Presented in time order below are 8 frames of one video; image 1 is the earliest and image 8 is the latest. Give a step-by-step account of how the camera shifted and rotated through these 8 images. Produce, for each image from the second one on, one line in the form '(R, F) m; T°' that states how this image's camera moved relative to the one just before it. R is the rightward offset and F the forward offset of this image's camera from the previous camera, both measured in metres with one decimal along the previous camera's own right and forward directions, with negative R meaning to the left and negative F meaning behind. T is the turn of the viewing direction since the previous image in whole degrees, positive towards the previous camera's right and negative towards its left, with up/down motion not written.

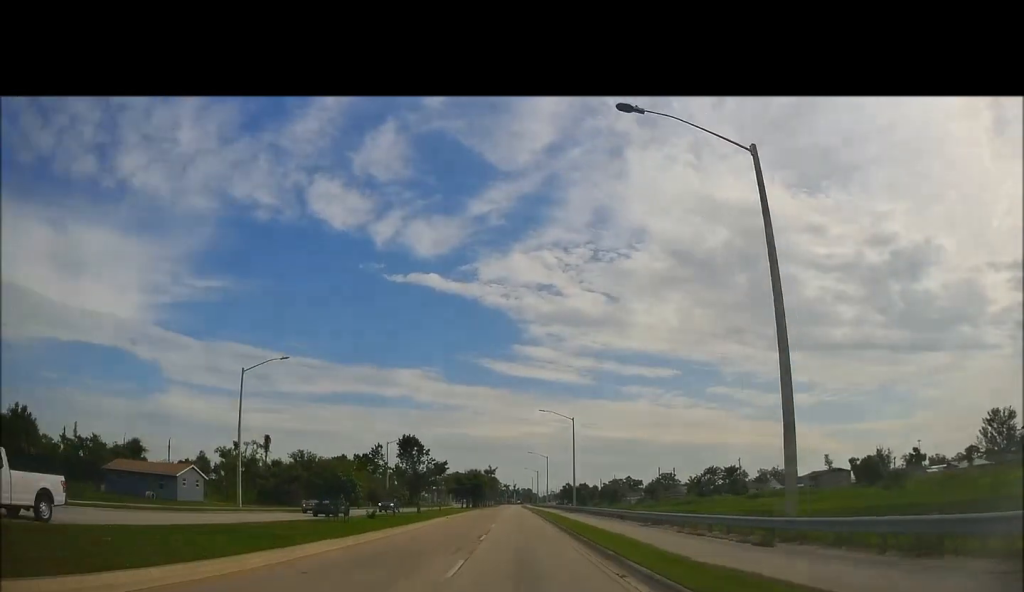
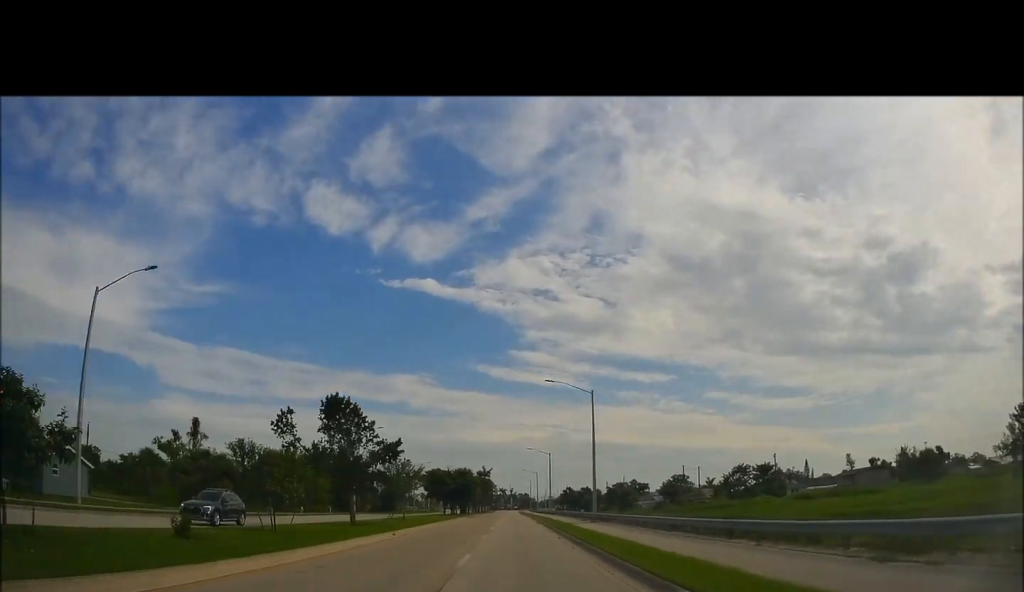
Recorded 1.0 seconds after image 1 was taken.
(-0.4, +21.6) m; 0°
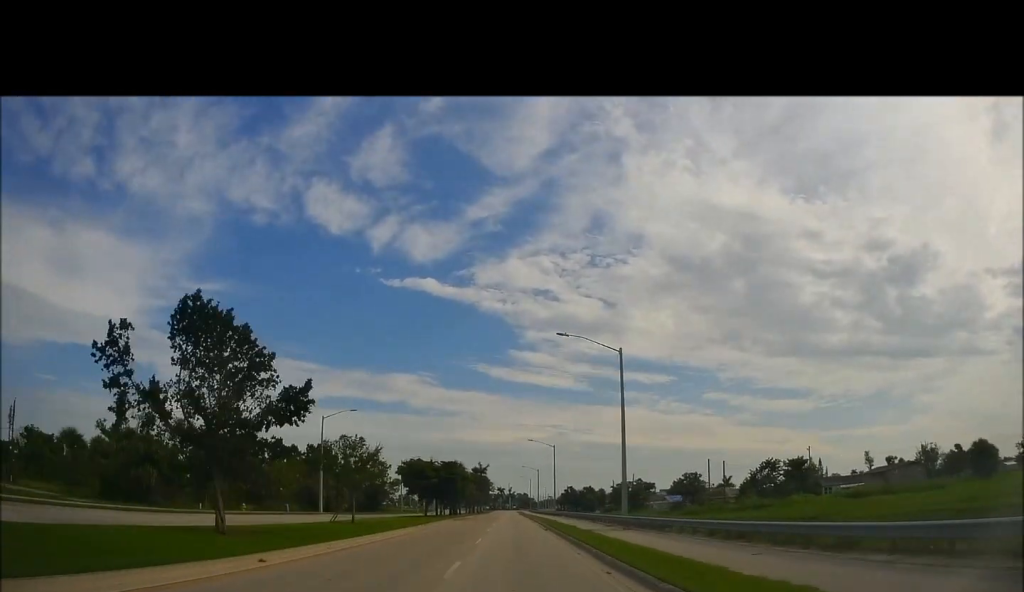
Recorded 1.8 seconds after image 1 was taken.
(+0.1, +15.4) m; +1°
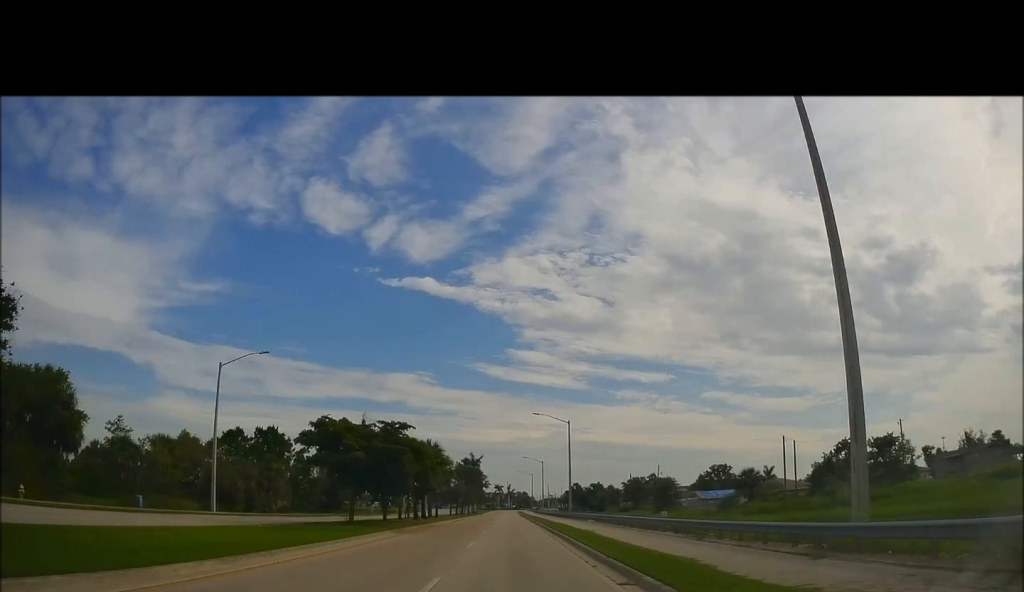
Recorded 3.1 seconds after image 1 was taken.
(+0.3, +28.2) m; 0°
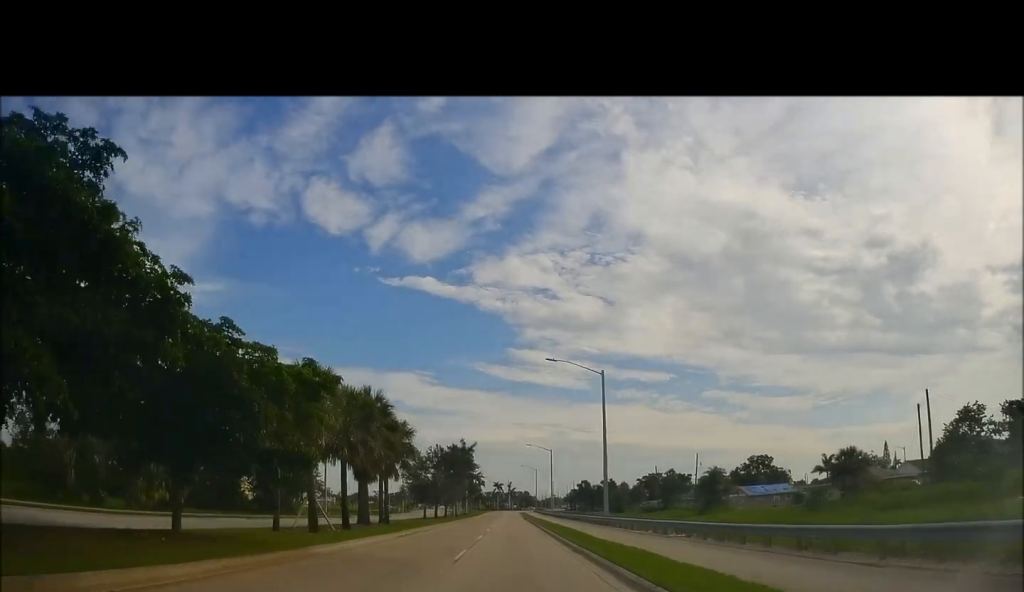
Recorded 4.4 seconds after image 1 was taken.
(-0.5, +27.5) m; 0°
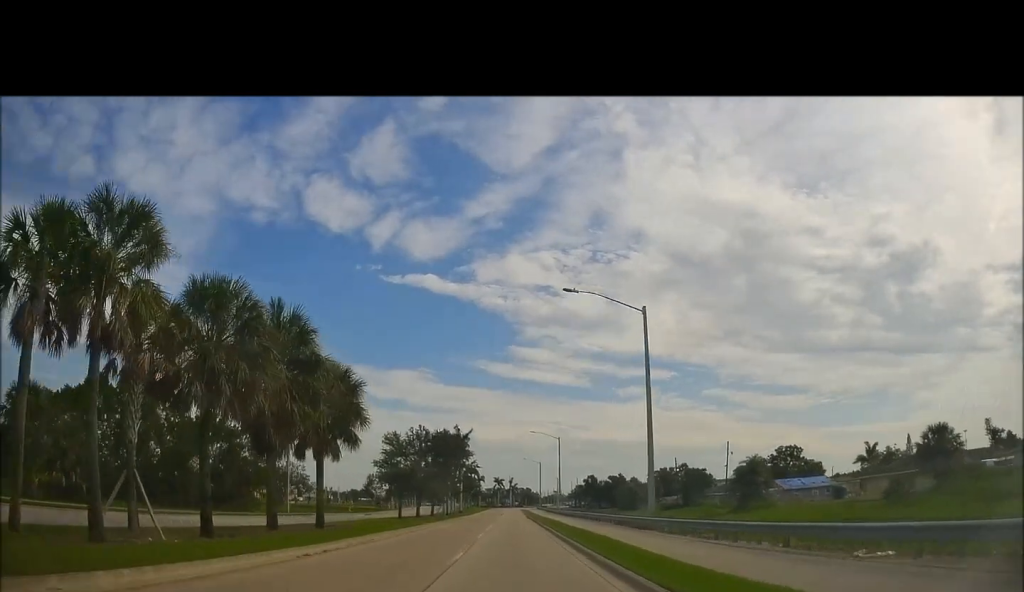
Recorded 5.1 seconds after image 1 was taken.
(+0.3, +14.7) m; +1°
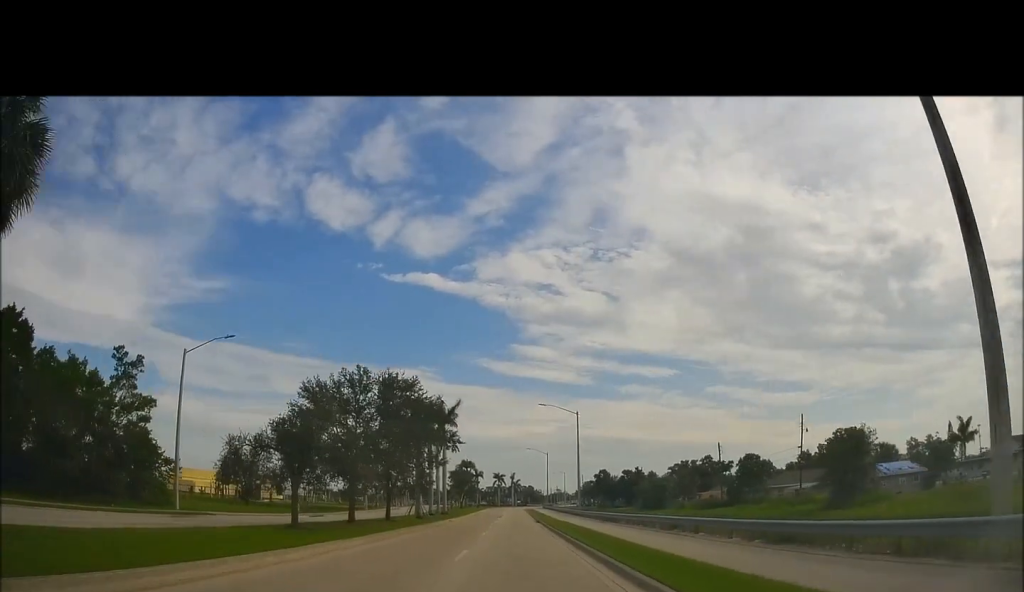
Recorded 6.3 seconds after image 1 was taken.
(+0.1, +24.4) m; 0°
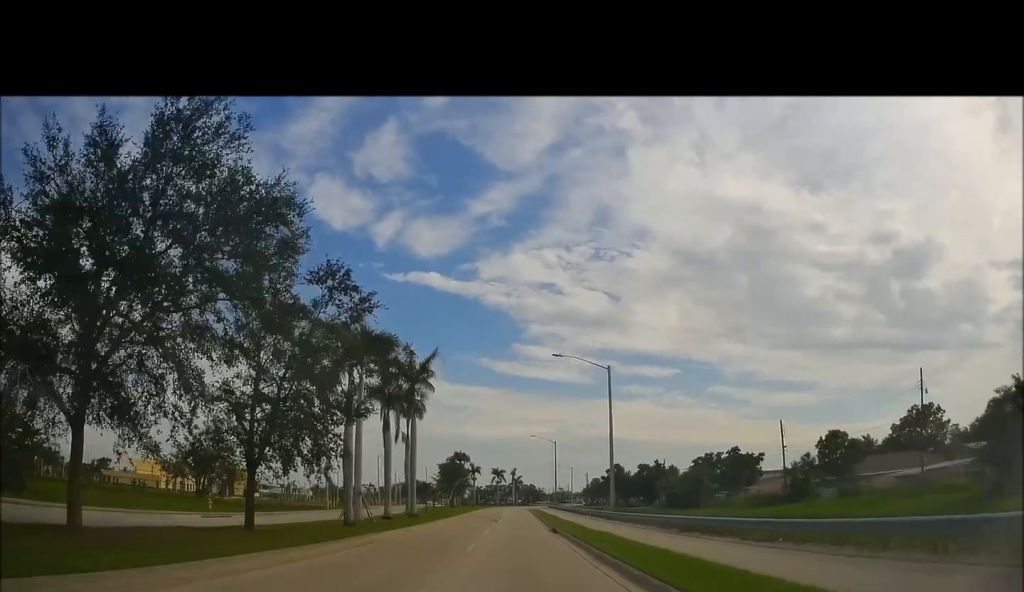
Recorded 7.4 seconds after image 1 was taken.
(-0.1, +22.8) m; -1°
